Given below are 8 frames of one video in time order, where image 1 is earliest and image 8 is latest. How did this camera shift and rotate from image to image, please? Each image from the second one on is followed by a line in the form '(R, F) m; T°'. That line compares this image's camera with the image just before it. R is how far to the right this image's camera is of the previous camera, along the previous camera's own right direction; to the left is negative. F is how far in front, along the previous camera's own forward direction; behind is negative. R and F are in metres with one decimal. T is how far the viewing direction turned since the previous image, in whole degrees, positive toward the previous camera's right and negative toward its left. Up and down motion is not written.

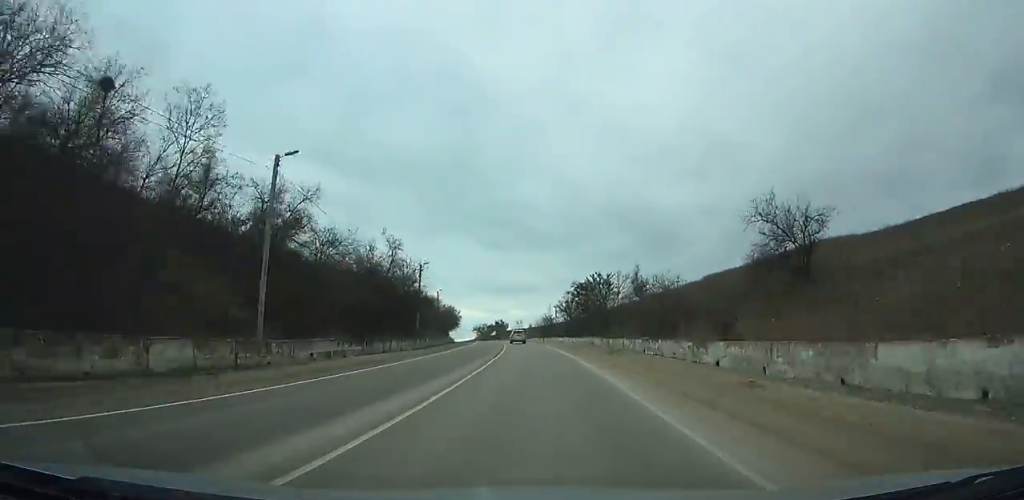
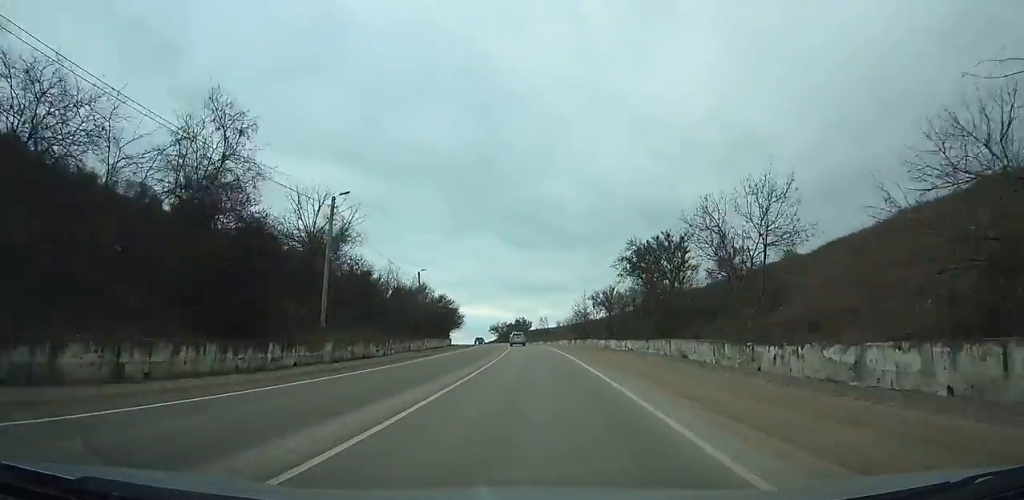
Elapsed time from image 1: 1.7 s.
(-1.3, +33.9) m; -3°
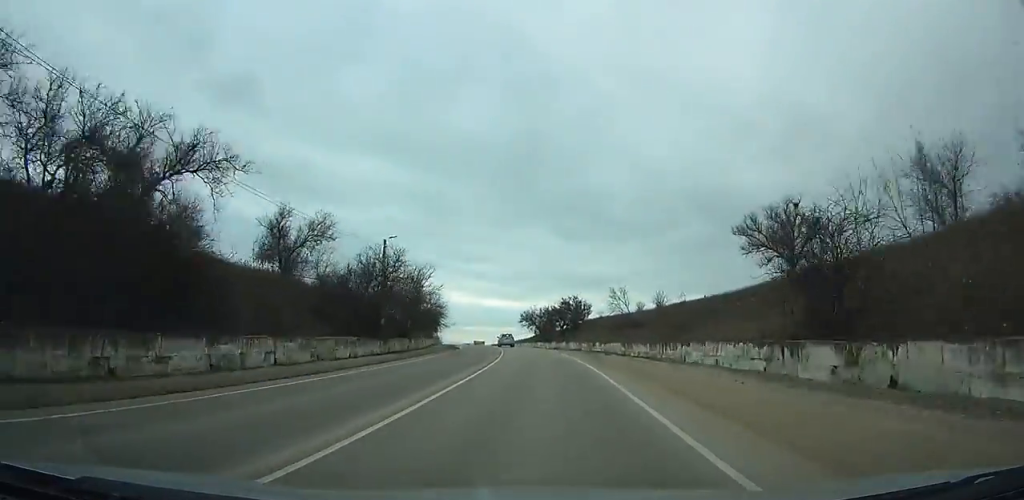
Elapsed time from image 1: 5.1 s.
(-3.3, +67.9) m; -6°
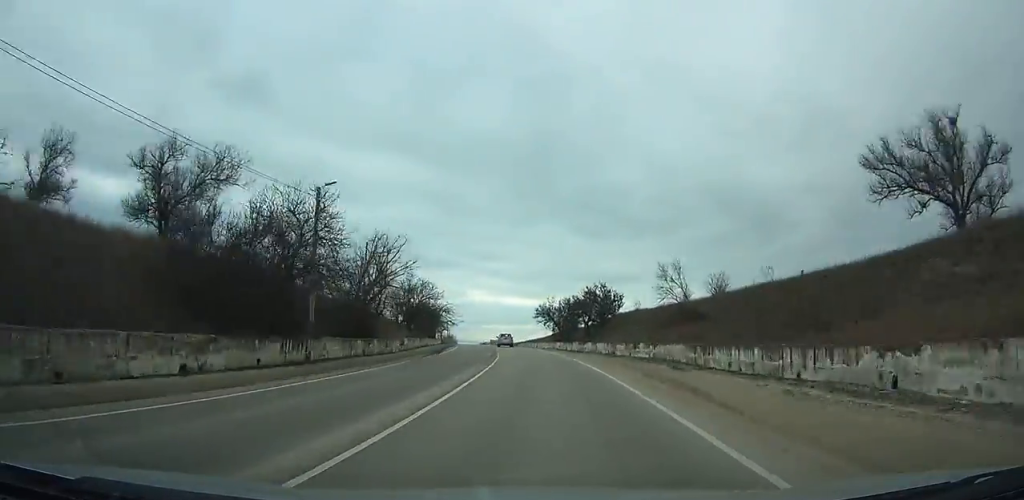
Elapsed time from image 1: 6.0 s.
(+0.1, +17.5) m; -2°
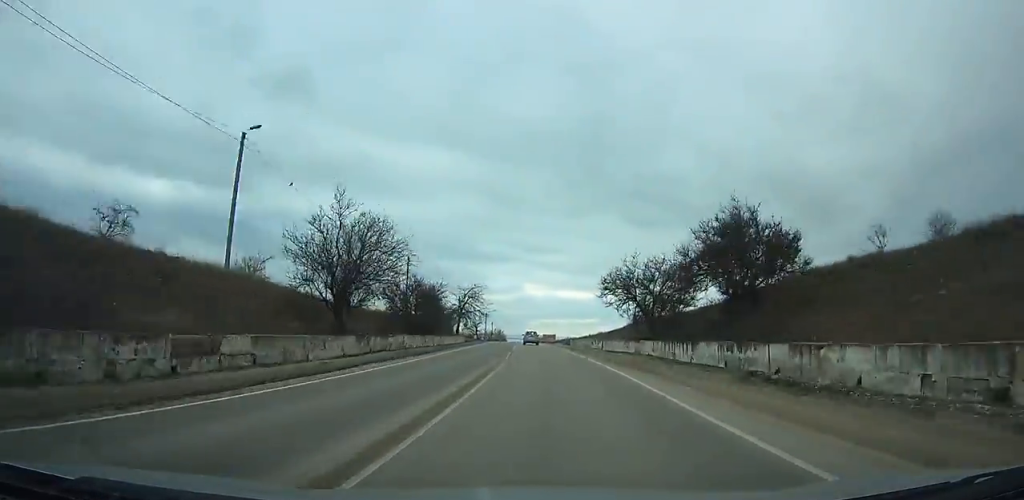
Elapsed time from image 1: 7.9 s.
(-1.6, +37.6) m; -4°
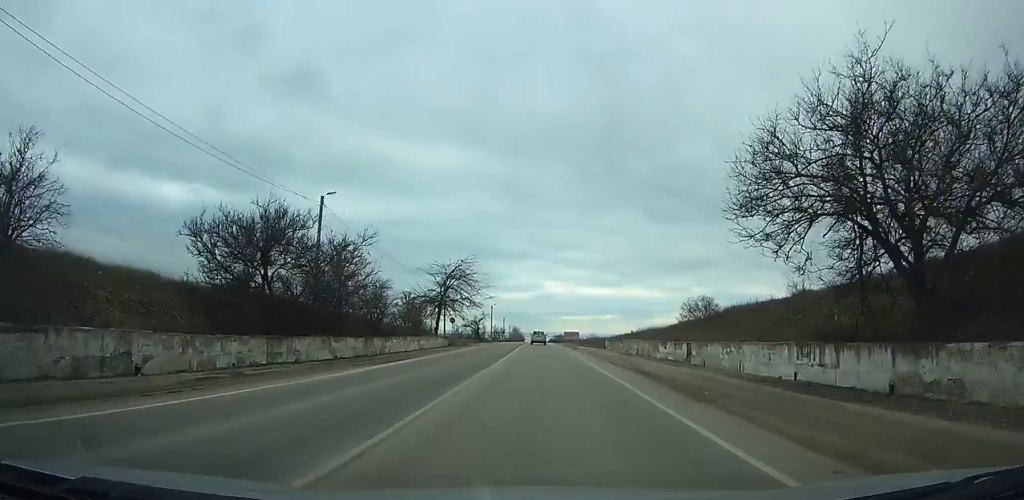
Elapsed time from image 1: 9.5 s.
(-1.1, +32.0) m; -2°
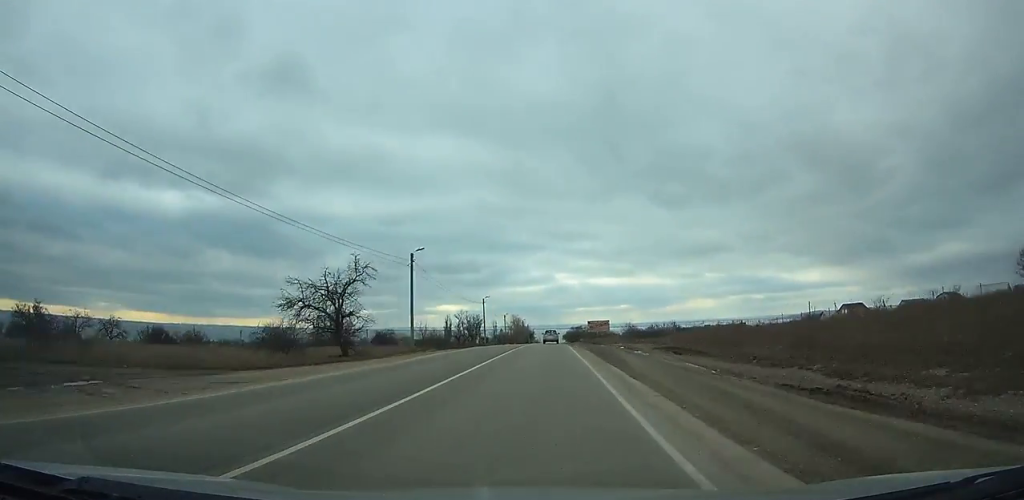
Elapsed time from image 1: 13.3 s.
(-0.9, +74.4) m; -1°
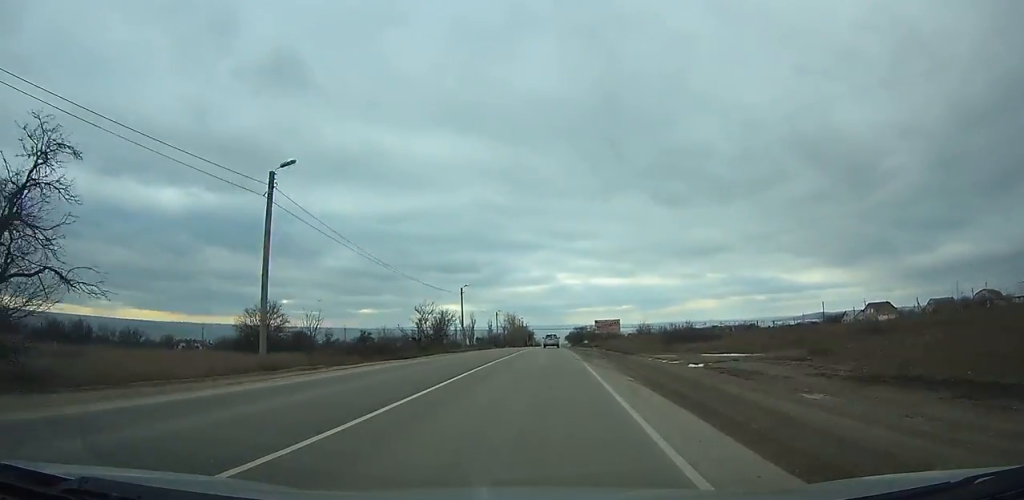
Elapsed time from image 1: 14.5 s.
(0.0, +23.0) m; 0°
